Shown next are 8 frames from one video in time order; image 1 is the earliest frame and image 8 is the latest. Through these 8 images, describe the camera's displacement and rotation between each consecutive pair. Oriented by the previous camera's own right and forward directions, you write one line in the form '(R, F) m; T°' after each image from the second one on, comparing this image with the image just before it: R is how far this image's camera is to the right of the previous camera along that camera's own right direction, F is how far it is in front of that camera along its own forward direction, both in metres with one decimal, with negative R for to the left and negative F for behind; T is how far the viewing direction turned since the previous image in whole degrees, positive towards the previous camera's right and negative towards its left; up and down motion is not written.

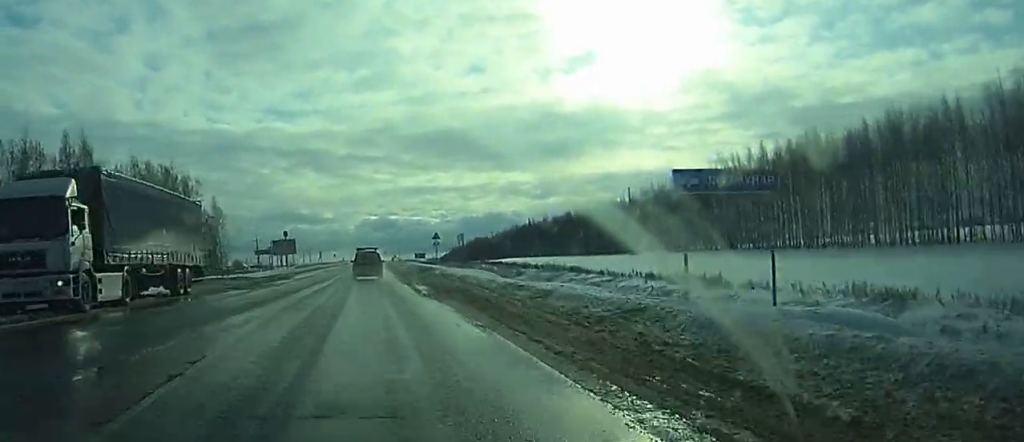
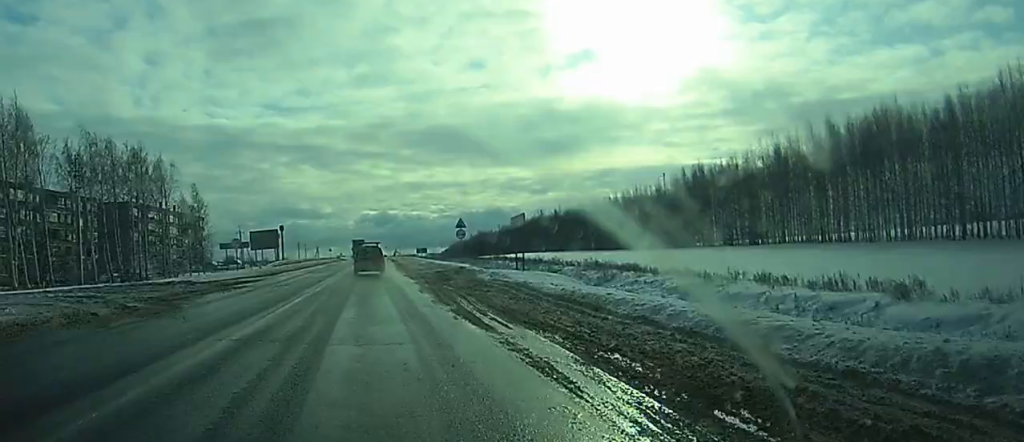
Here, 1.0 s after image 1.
(+0.1, +21.7) m; 0°
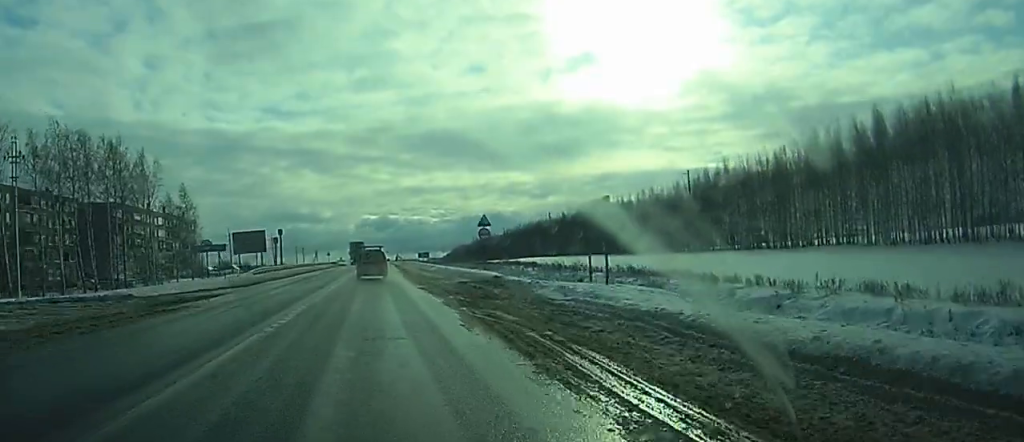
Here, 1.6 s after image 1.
(-0.1, +12.0) m; 0°
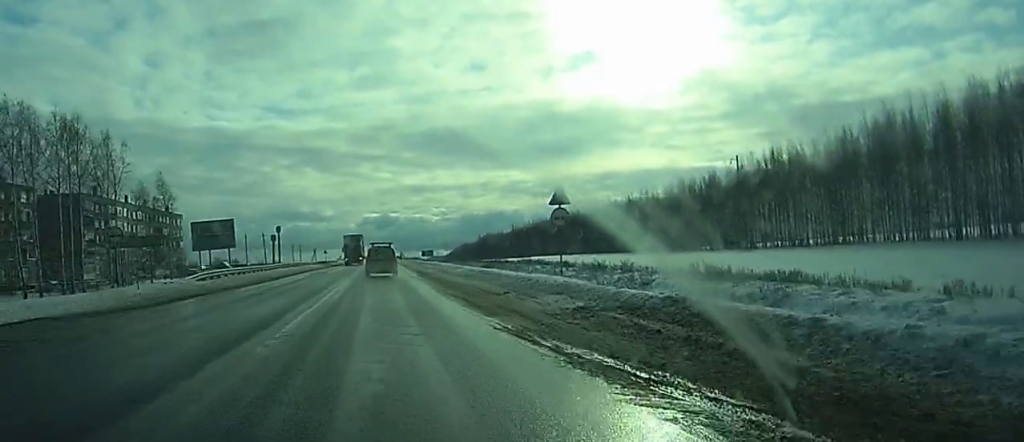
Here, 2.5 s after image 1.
(+0.1, +19.3) m; 0°
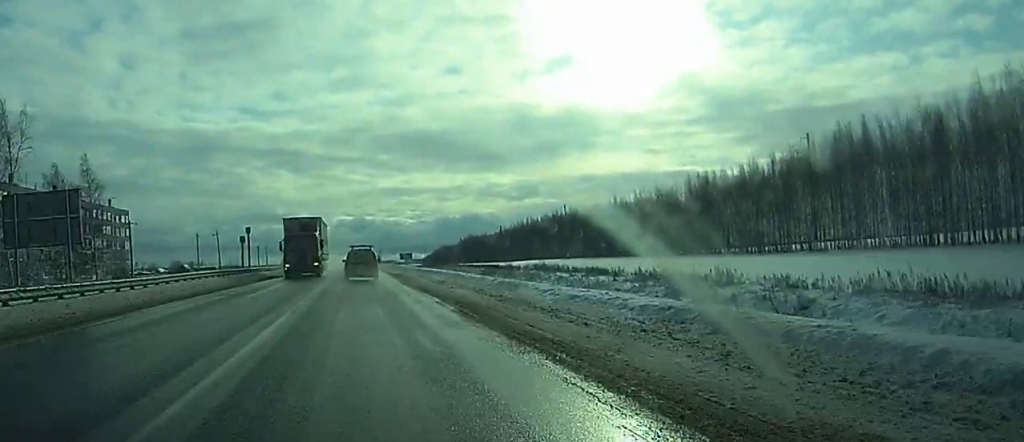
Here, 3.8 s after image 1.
(+0.1, +28.3) m; +1°
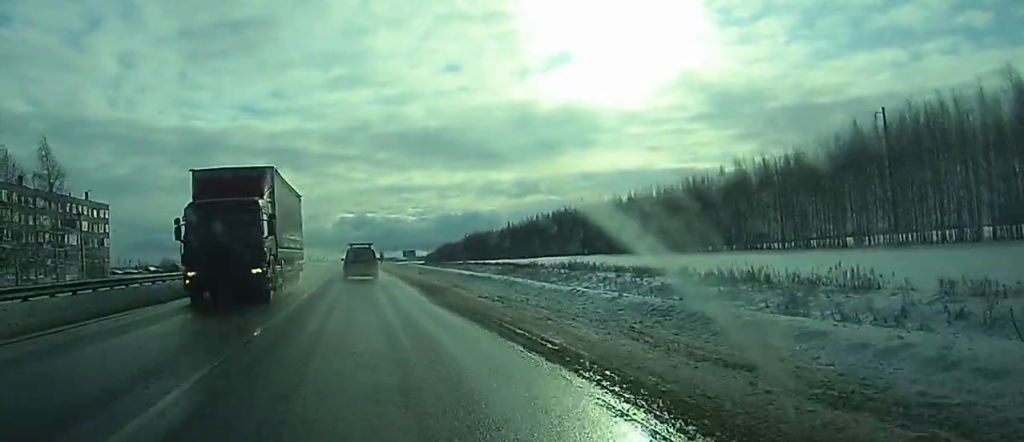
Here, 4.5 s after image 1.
(+0.1, +16.1) m; +1°
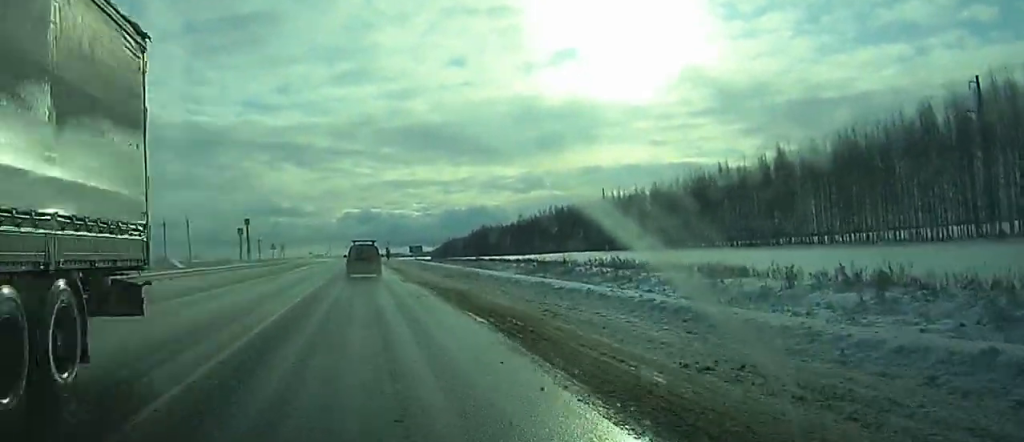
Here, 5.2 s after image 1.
(+0.1, +14.7) m; 0°
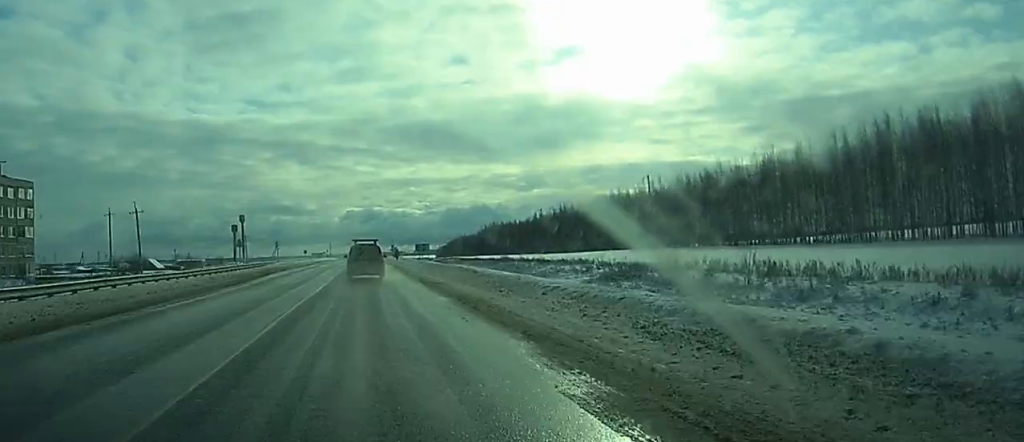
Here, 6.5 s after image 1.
(+0.2, +29.5) m; 0°
